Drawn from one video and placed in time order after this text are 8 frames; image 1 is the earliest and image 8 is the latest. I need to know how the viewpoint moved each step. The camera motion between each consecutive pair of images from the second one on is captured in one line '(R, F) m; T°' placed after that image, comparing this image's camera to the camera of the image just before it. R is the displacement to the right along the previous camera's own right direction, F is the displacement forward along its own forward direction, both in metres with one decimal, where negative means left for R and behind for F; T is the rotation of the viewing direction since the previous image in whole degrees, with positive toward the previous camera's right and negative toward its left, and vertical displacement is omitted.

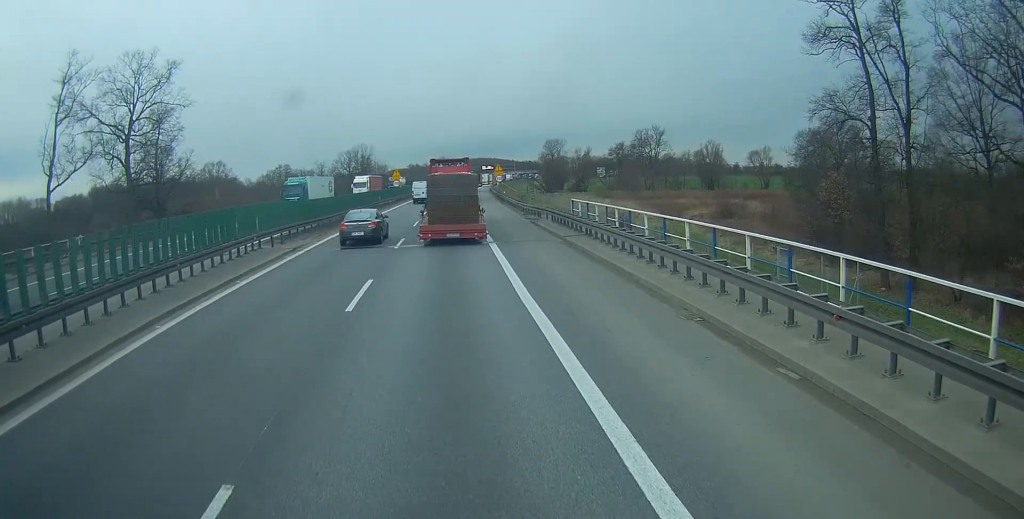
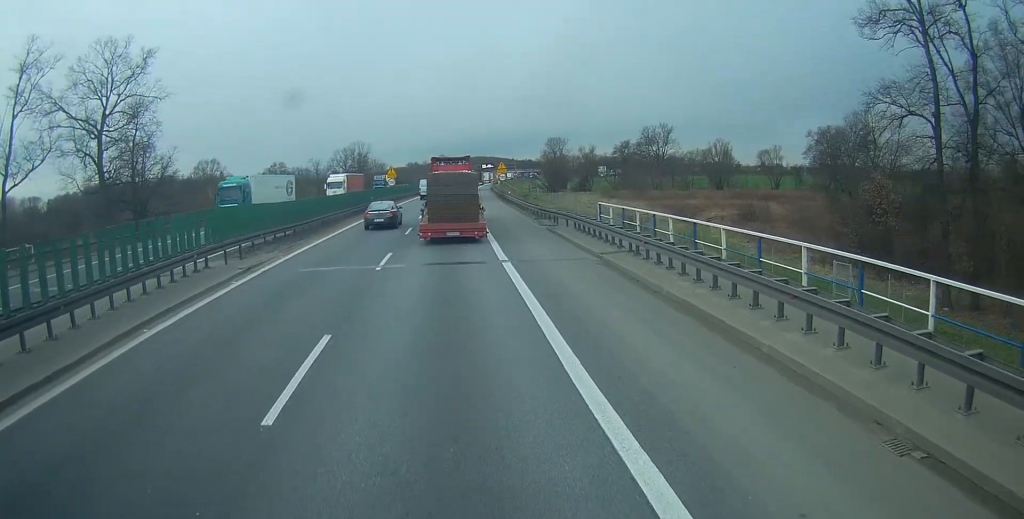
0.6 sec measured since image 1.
(0.0, +6.5) m; 0°
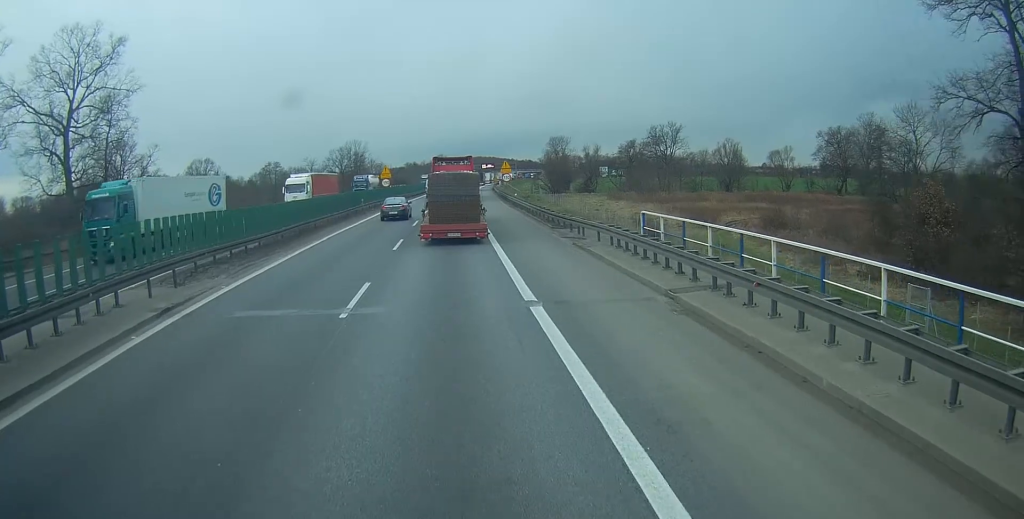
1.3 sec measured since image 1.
(+0.1, +6.6) m; +1°
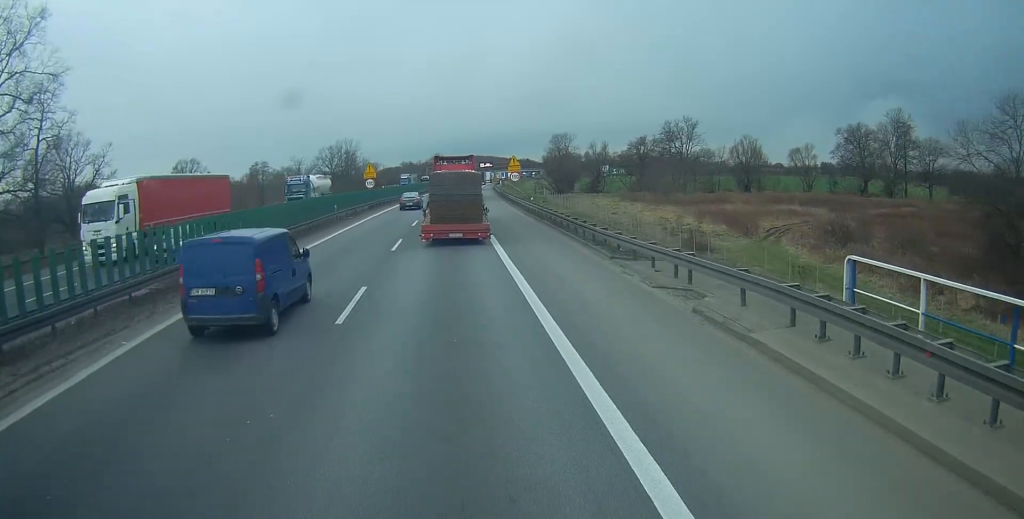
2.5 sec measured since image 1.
(+0.1, +12.5) m; +1°
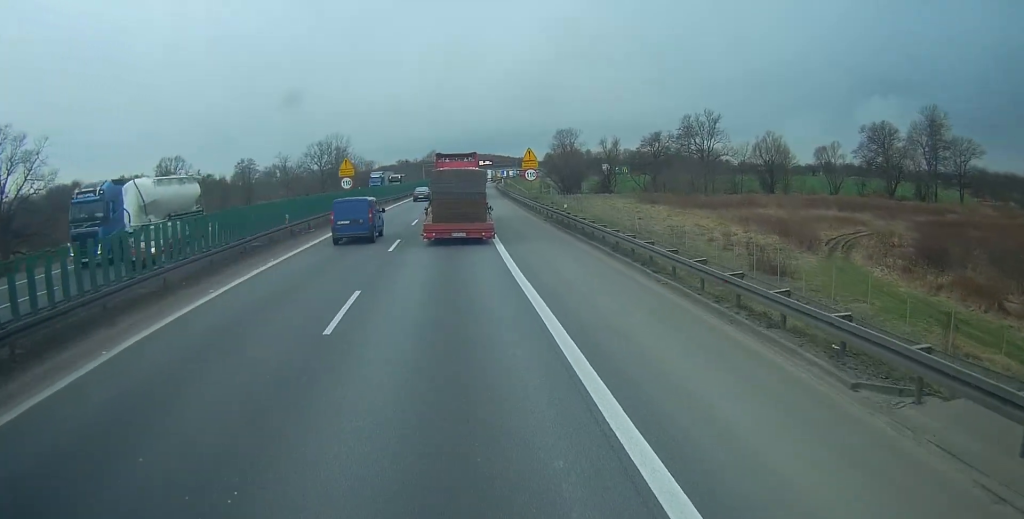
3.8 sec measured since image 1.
(-0.1, +13.3) m; -1°
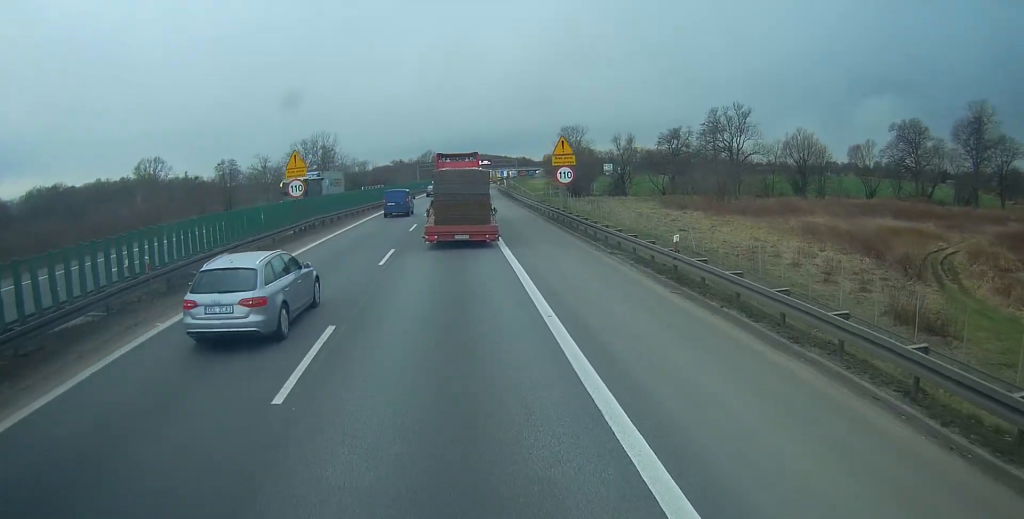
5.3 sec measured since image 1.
(-0.1, +15.7) m; 0°
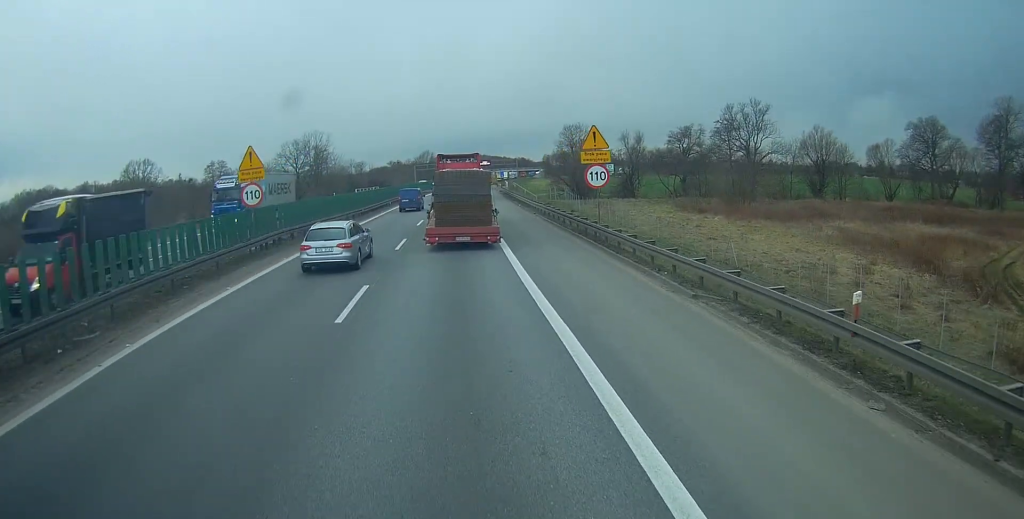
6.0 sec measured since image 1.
(0.0, +7.7) m; 0°
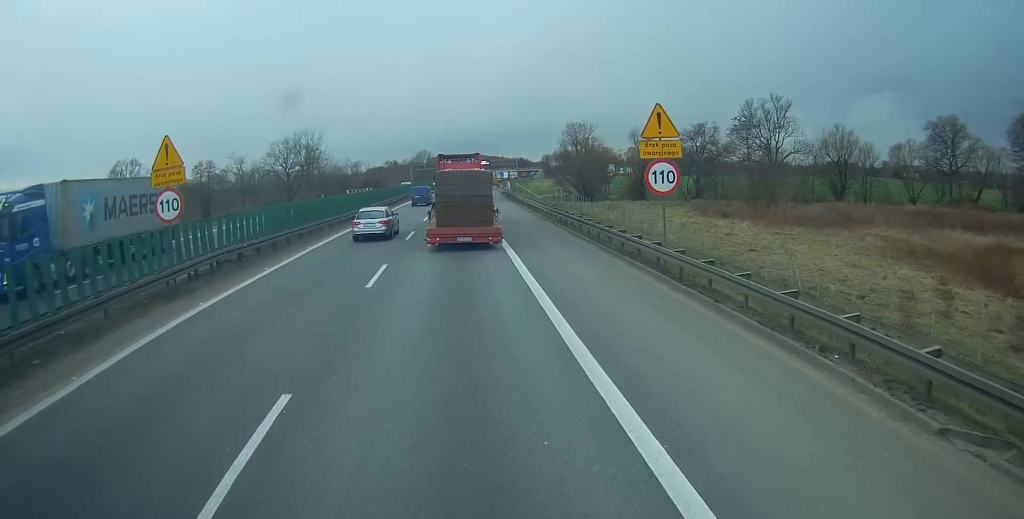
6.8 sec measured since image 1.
(+0.1, +8.4) m; +1°
